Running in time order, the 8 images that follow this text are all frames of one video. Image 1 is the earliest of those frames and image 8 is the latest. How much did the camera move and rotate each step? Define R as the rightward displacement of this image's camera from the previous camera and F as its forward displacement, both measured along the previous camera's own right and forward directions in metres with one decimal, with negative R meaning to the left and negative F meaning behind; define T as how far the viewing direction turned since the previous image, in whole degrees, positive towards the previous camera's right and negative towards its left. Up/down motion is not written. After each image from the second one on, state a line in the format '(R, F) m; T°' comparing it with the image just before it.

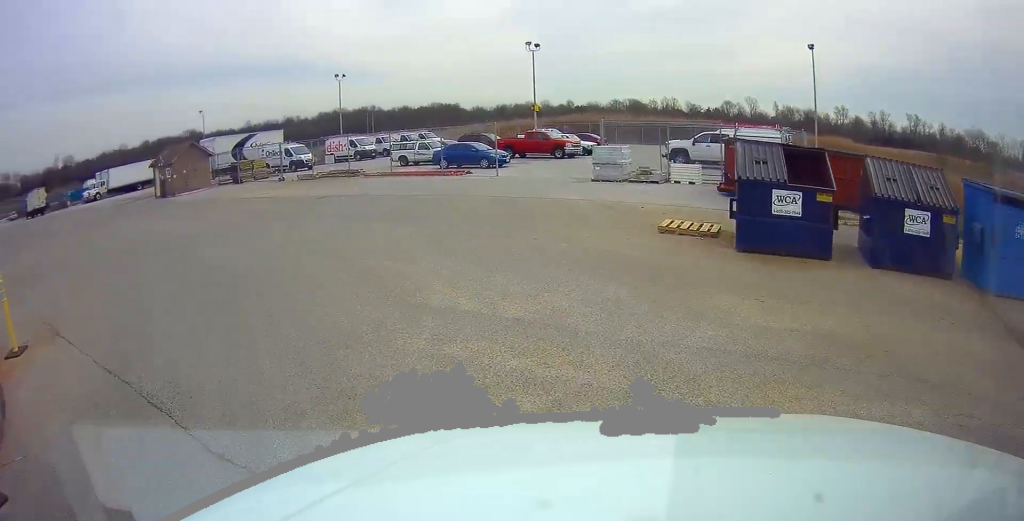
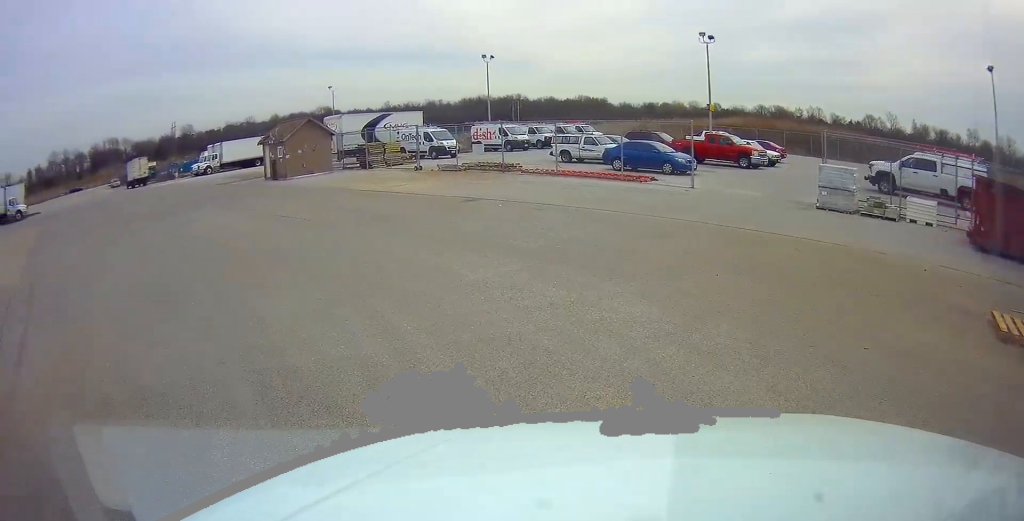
(-0.9, +5.5) m; -15°
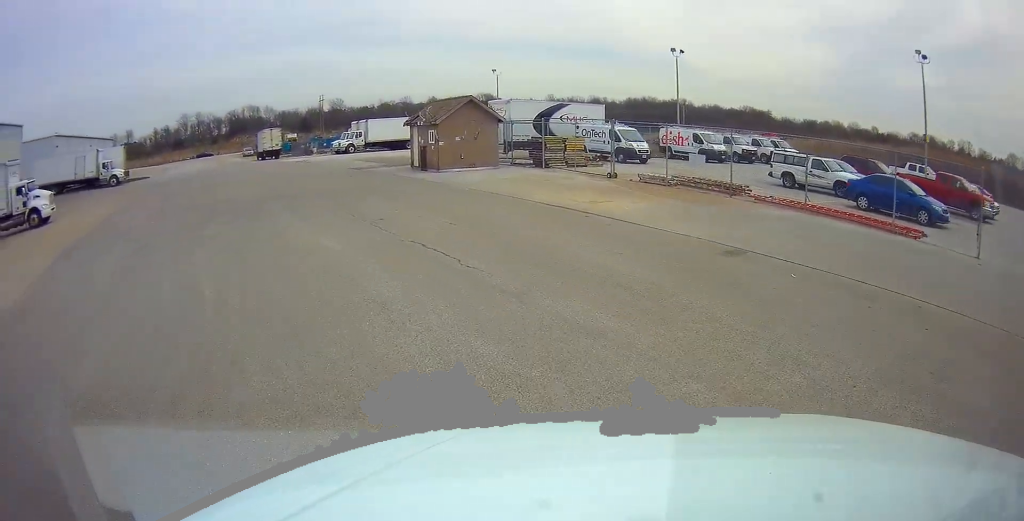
(-1.0, +6.6) m; -11°
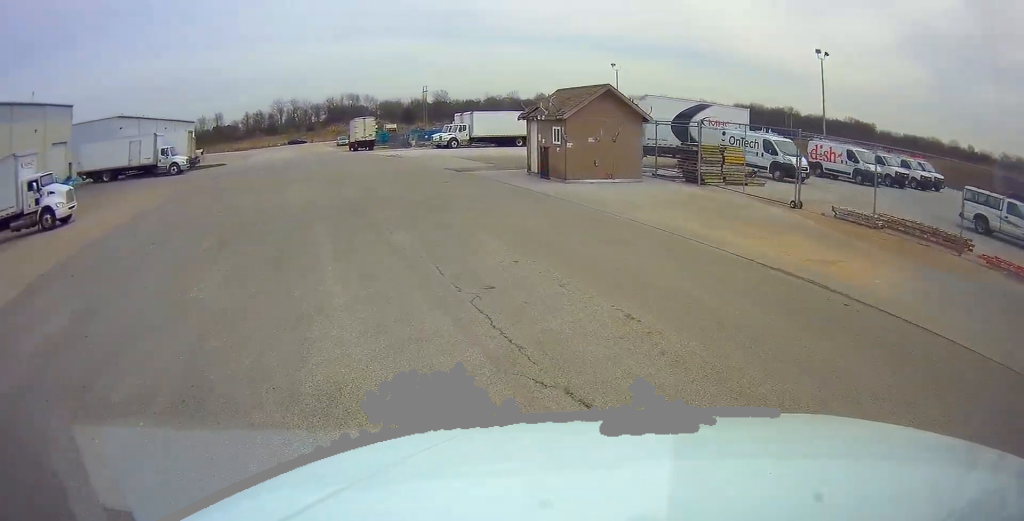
(-0.2, +6.1) m; -7°
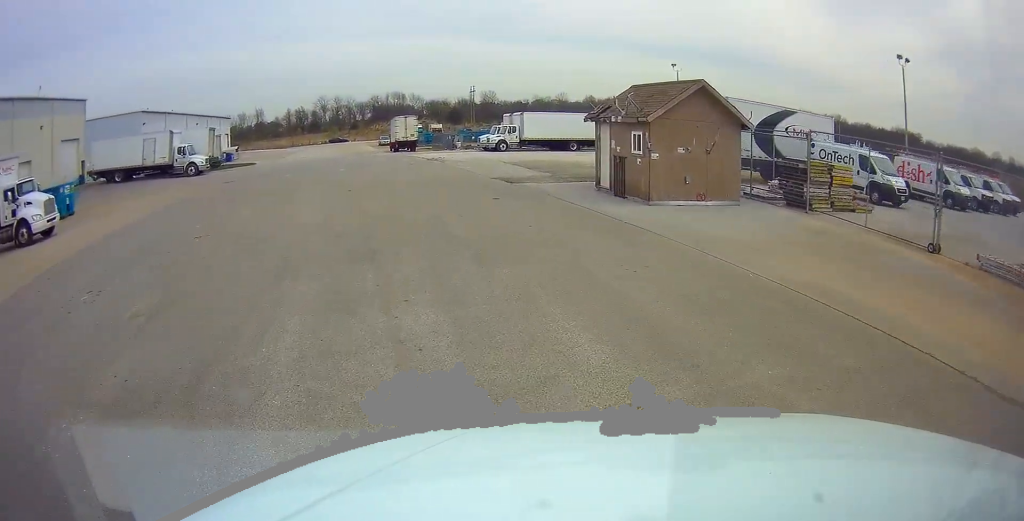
(-0.3, +4.3) m; -4°
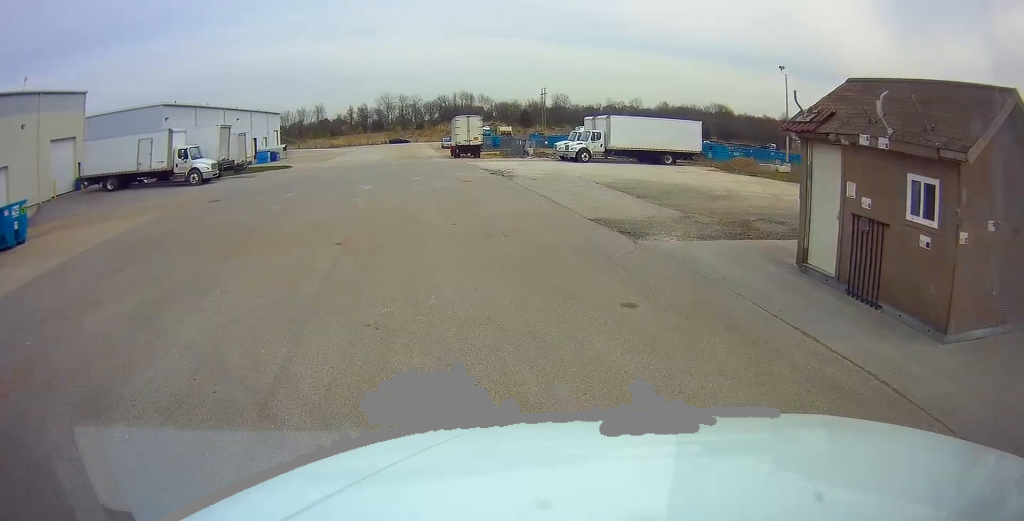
(-0.4, +9.0) m; -7°
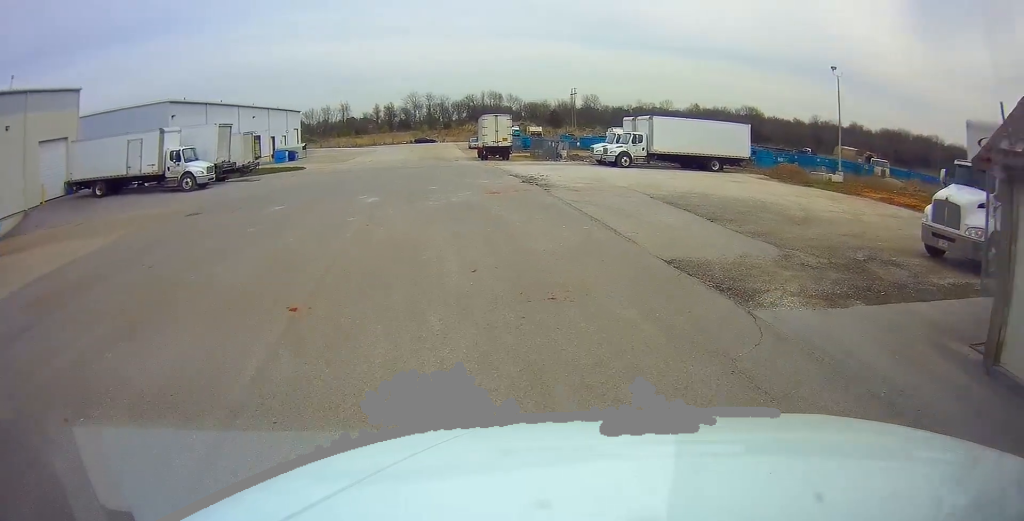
(-0.3, +4.0) m; -5°
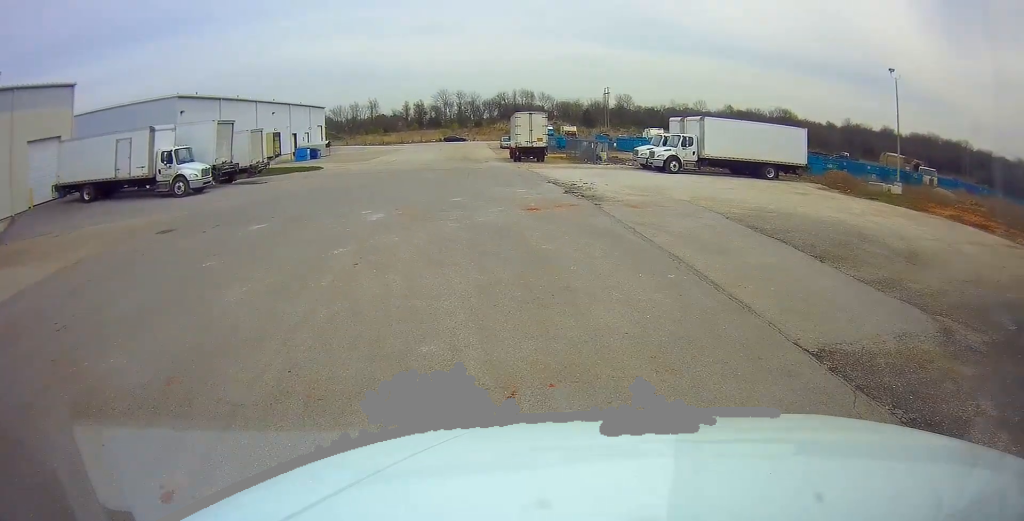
(-0.2, +4.0) m; -6°
